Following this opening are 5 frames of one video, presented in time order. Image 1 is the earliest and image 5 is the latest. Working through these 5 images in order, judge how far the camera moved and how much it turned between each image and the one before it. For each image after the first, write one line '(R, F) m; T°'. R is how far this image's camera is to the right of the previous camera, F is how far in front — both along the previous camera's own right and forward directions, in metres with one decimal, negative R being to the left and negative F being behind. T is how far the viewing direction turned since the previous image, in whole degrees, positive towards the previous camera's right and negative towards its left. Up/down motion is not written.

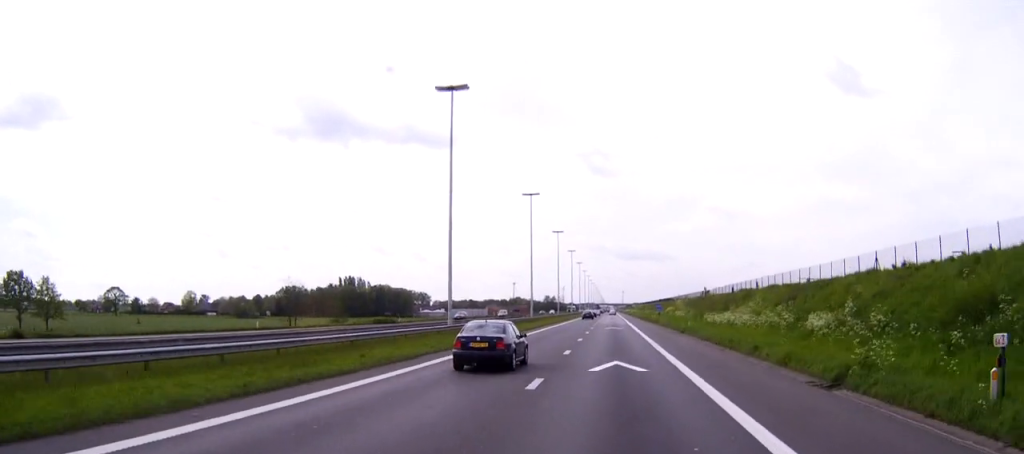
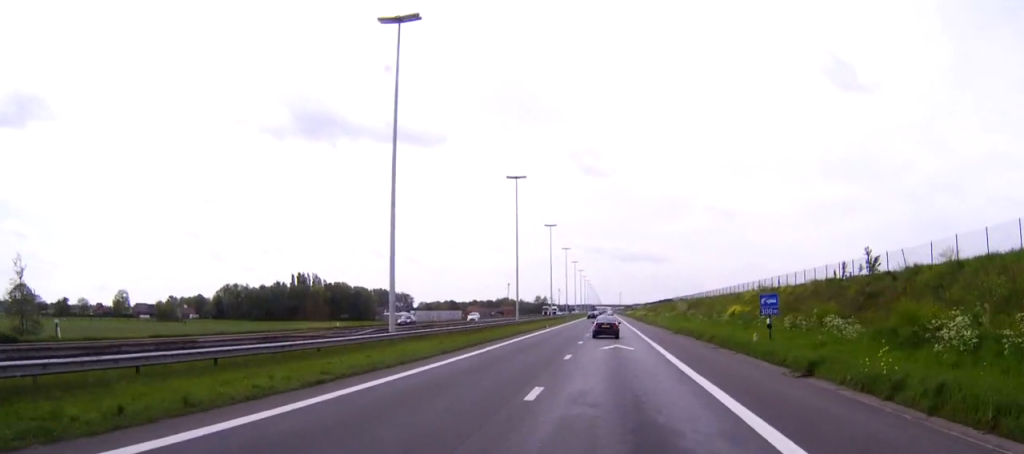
(+0.1, +76.5) m; 0°
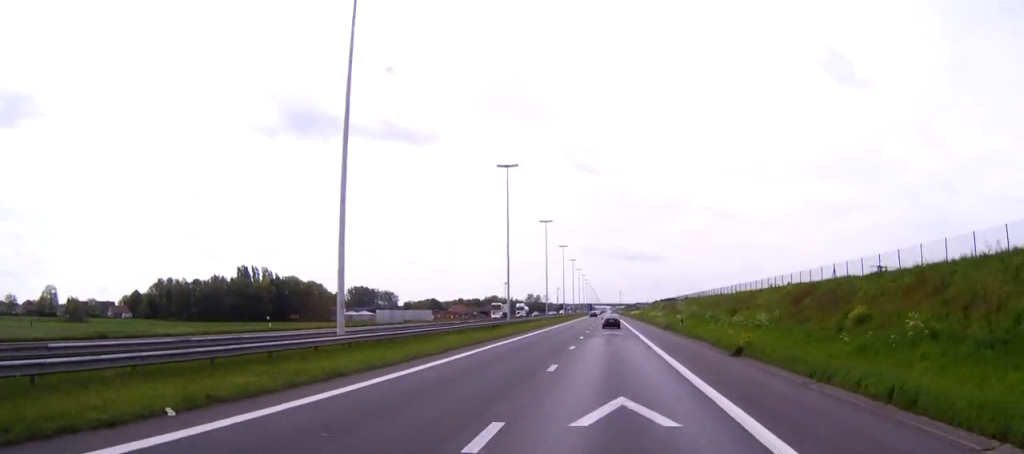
(0.0, +67.9) m; 0°
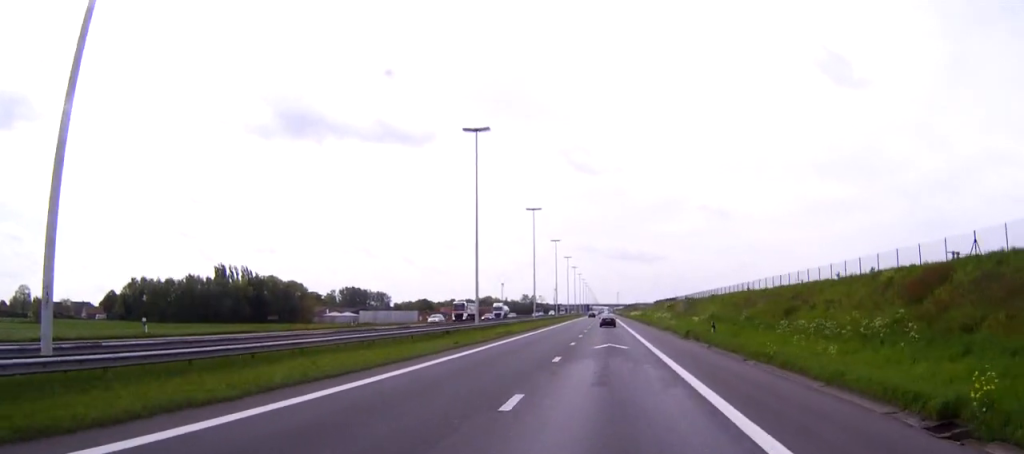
(0.0, +21.1) m; 0°
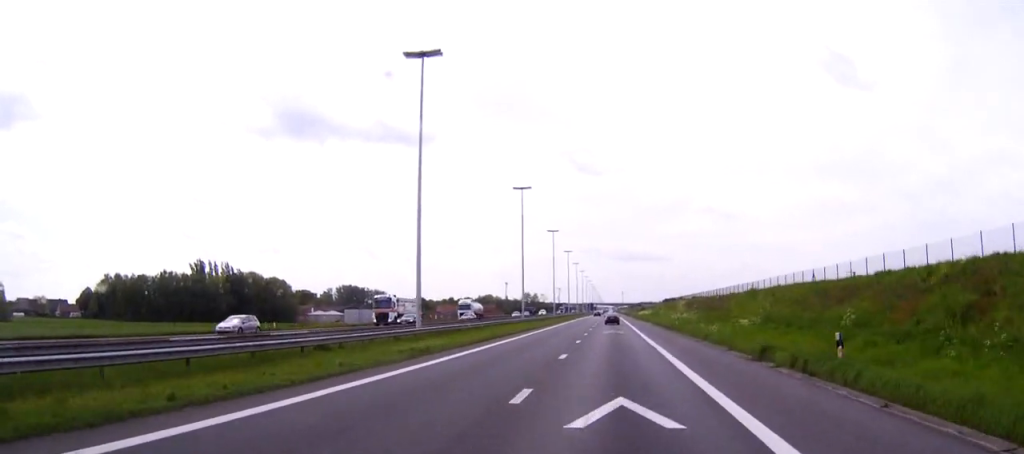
(0.0, +24.3) m; 0°
